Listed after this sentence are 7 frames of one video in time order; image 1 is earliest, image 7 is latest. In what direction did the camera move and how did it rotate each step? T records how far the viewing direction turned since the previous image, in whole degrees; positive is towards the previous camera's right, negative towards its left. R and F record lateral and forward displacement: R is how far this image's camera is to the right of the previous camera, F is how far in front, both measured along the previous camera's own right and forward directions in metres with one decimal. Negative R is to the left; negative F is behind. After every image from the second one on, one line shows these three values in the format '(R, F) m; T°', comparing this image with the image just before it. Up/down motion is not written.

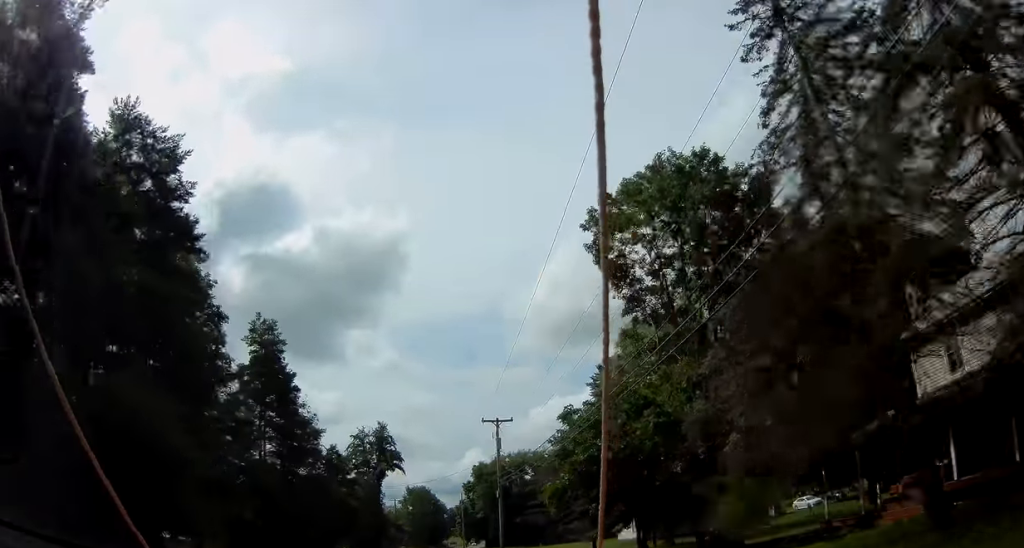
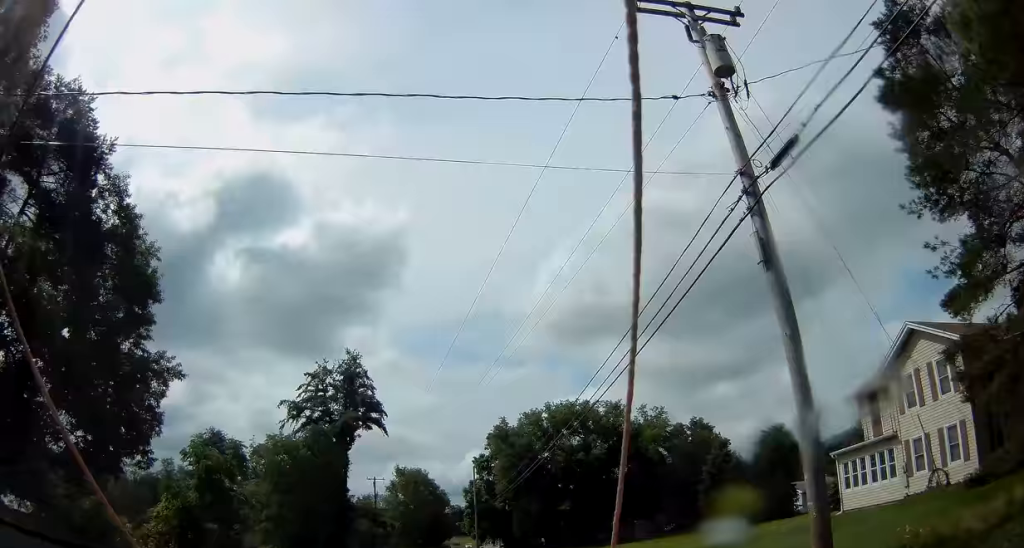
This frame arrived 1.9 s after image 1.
(-0.1, +40.4) m; 0°
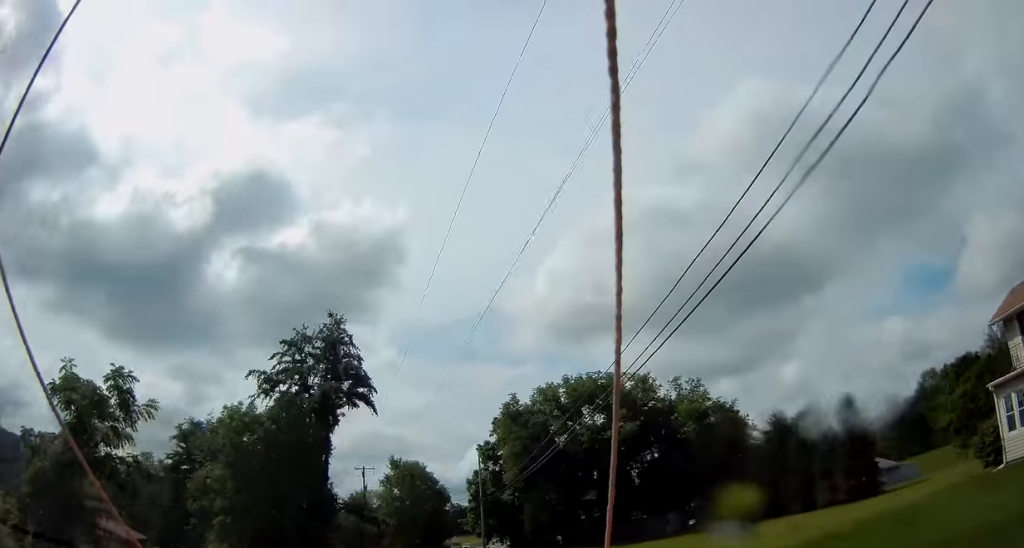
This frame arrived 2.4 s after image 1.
(+0.1, +11.6) m; 0°
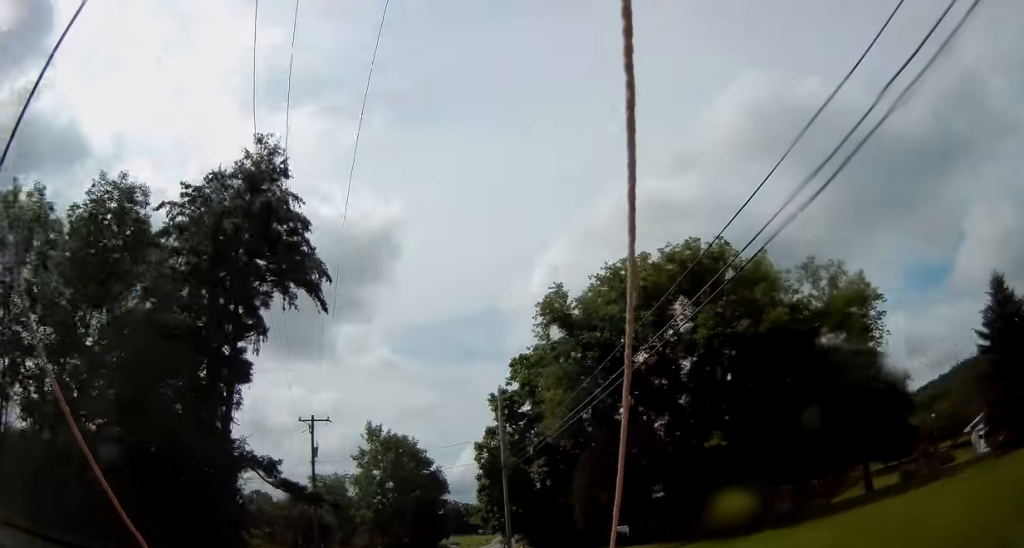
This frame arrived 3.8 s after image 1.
(+0.1, +26.6) m; 0°
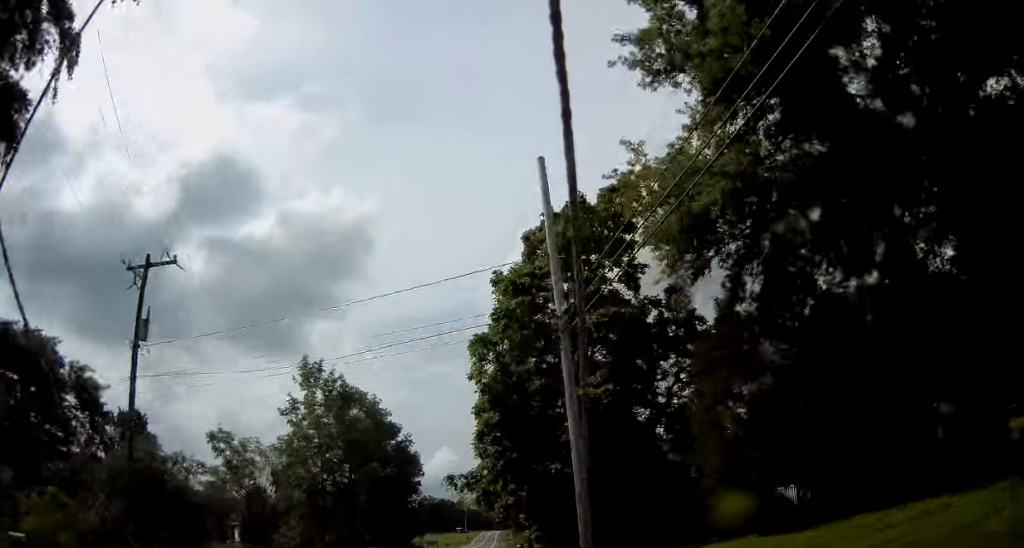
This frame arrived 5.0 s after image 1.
(0.0, +24.6) m; +1°
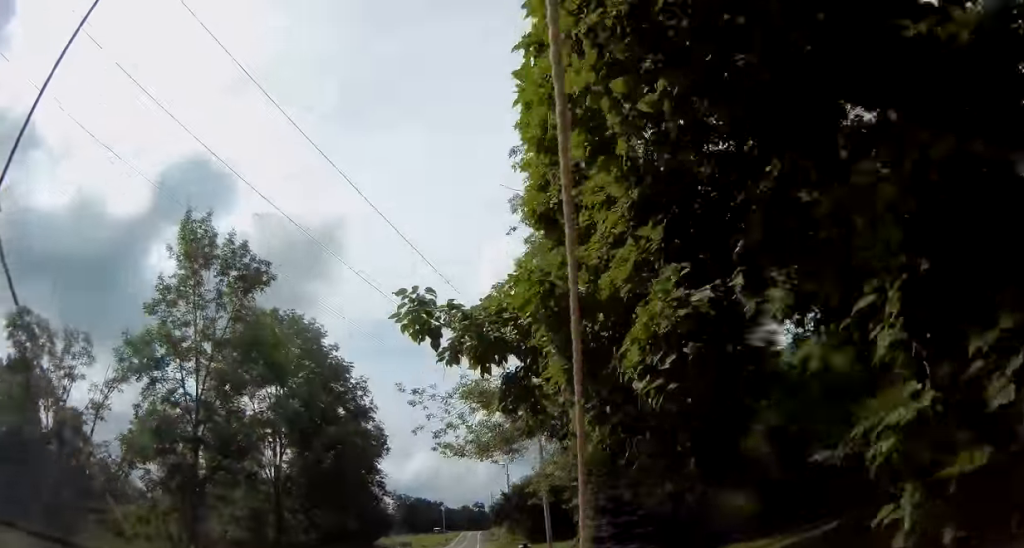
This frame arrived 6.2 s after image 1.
(+0.4, +21.9) m; +3°
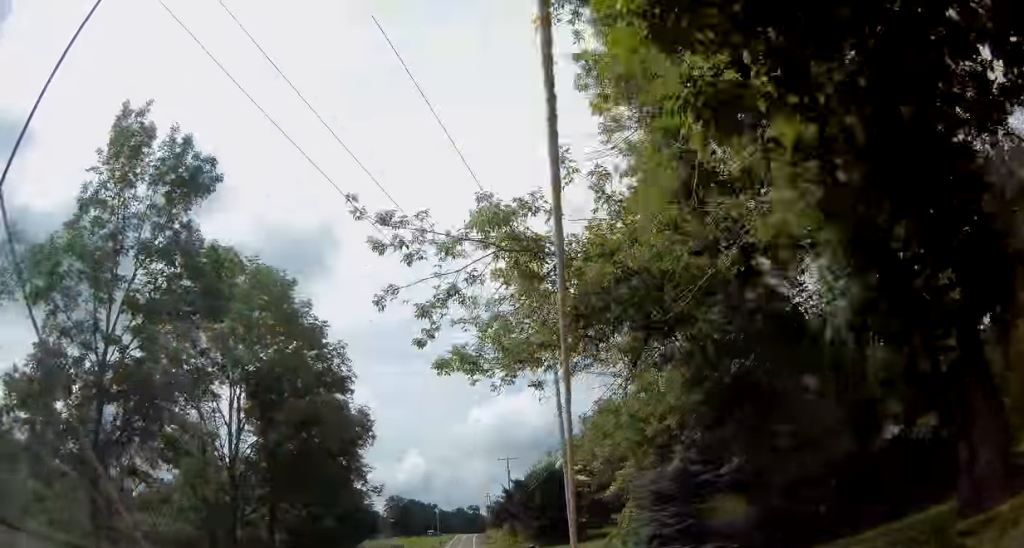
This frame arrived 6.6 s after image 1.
(+0.1, +8.1) m; +1°
